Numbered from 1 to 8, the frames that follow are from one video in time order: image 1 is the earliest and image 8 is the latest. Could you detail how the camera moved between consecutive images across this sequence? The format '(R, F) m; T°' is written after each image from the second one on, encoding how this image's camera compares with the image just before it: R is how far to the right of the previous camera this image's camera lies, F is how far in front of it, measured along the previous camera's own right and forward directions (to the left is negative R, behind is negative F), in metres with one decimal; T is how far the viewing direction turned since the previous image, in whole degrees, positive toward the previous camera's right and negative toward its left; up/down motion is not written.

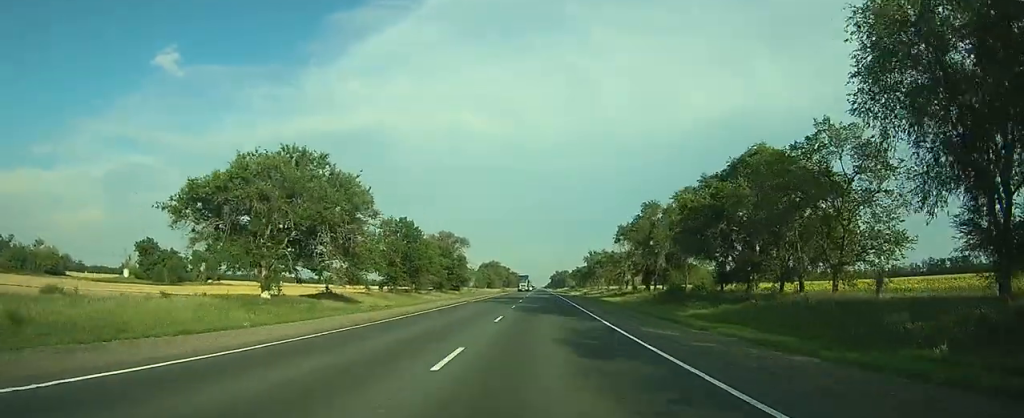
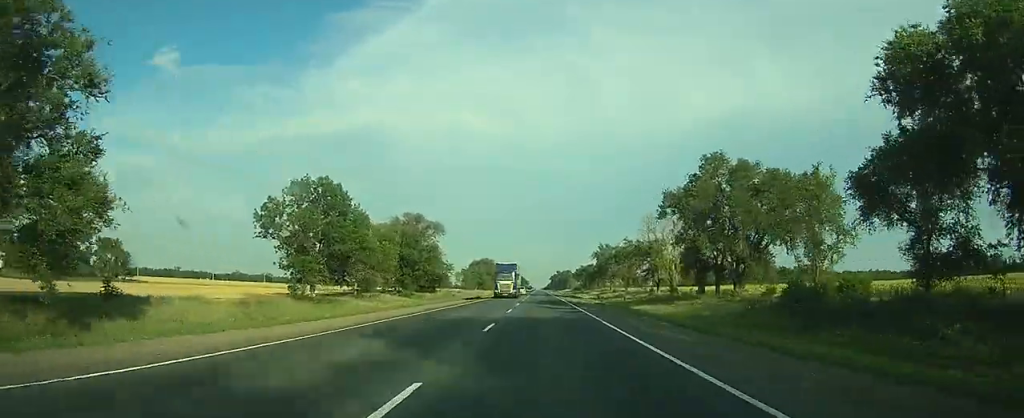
(0.0, +40.5) m; 0°
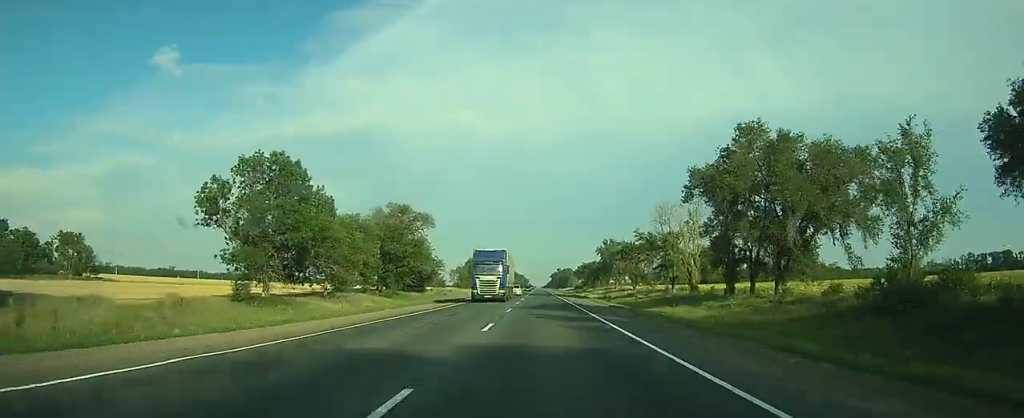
(0.0, +12.5) m; 0°
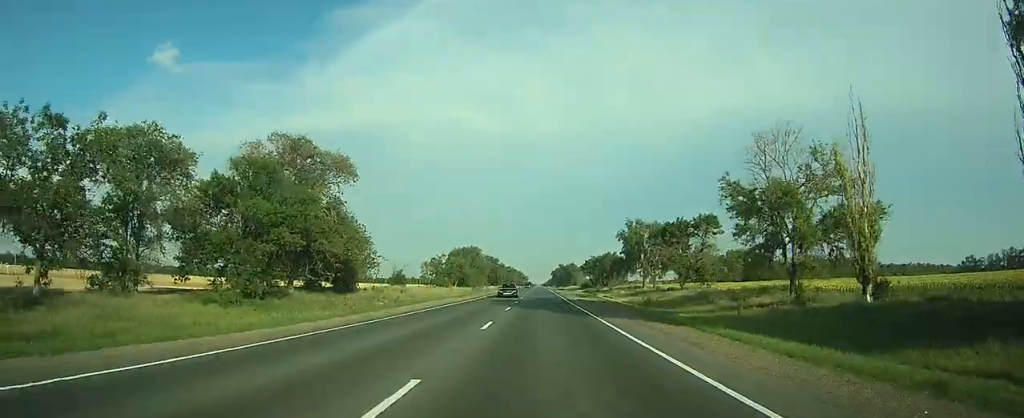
(0.0, +47.6) m; 0°
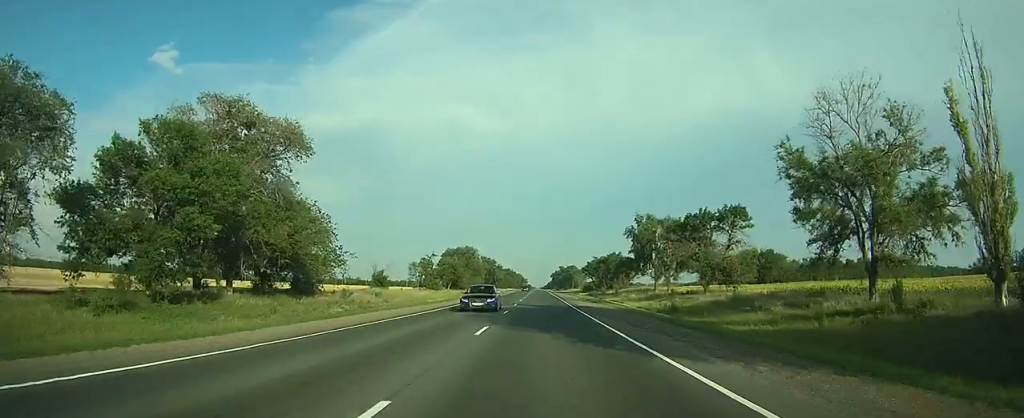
(0.0, +13.4) m; 0°
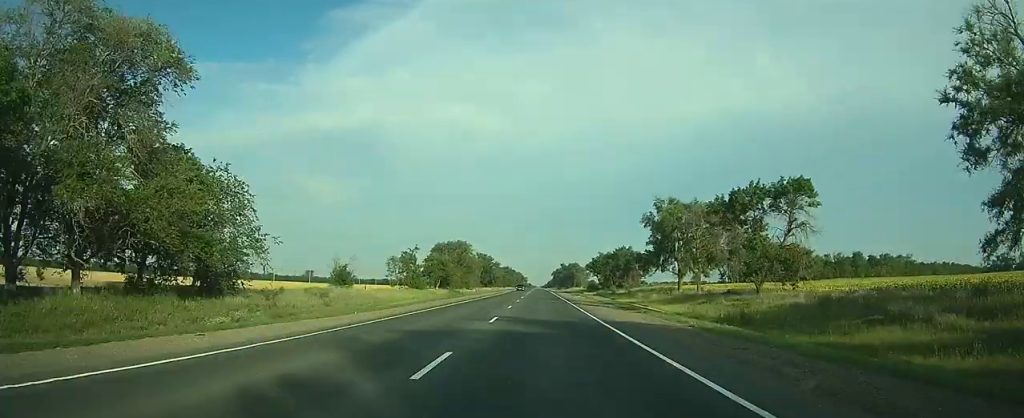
(0.0, +19.6) m; 0°
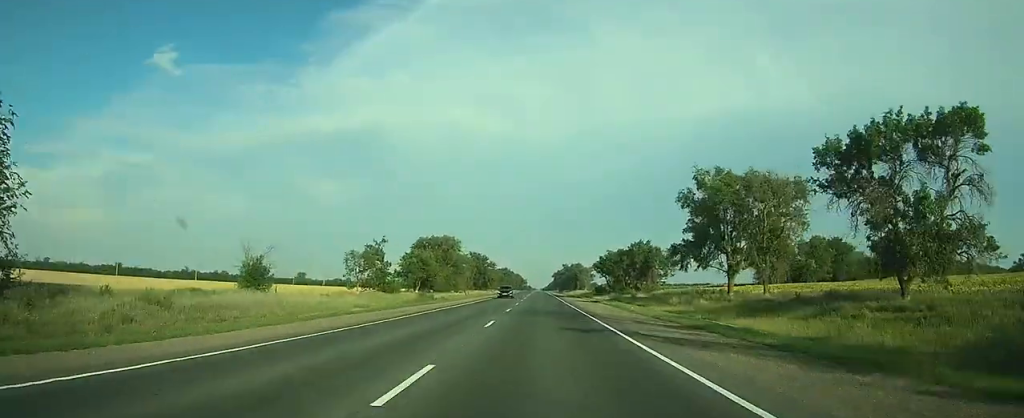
(0.0, +25.7) m; 0°
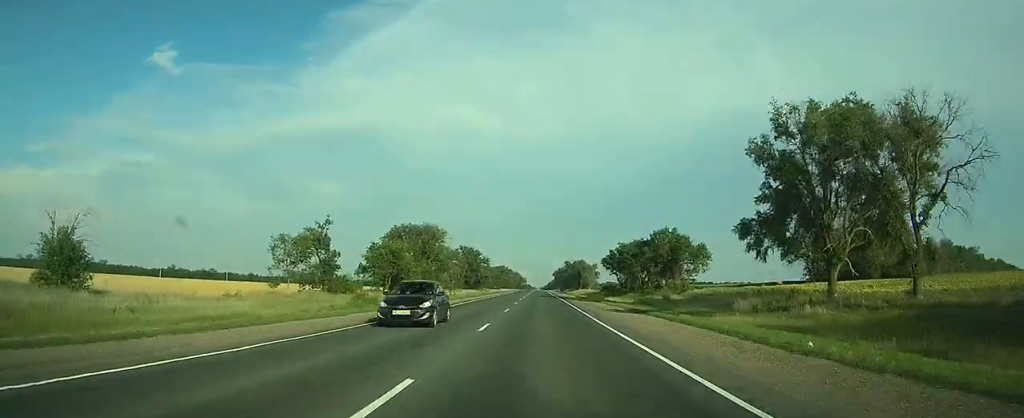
(0.0, +25.7) m; 0°
